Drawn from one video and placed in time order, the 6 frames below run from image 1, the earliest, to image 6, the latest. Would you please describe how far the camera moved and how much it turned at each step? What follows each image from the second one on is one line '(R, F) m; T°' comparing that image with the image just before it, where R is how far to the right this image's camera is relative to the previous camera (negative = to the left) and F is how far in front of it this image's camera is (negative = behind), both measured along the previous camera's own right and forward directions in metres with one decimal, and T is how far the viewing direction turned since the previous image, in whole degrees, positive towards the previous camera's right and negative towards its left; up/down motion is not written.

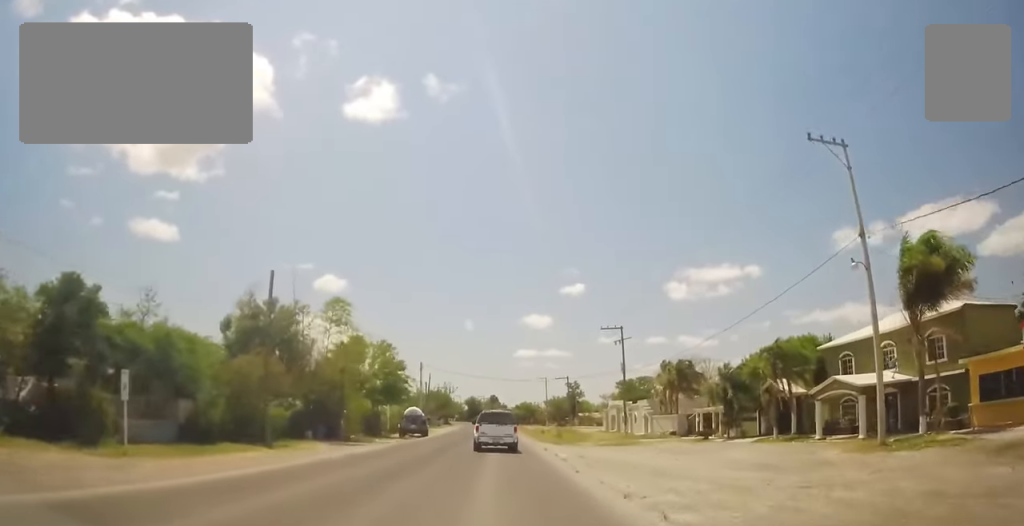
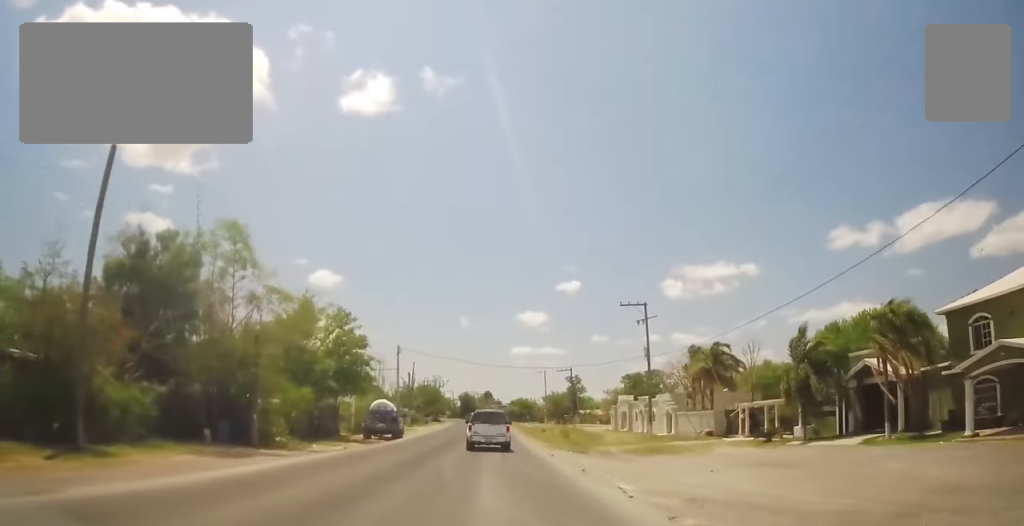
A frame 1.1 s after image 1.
(0.0, +11.3) m; 0°
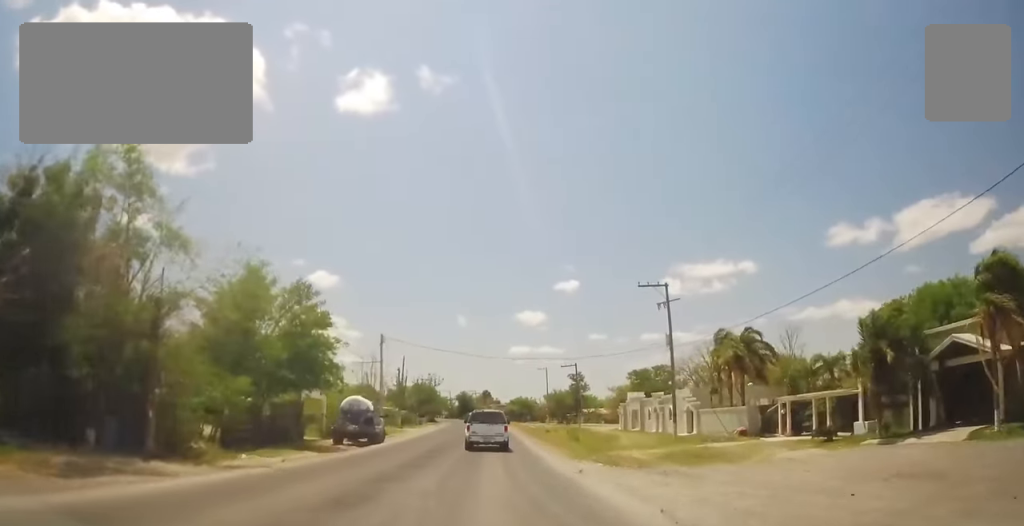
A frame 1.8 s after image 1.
(0.0, +7.0) m; 0°
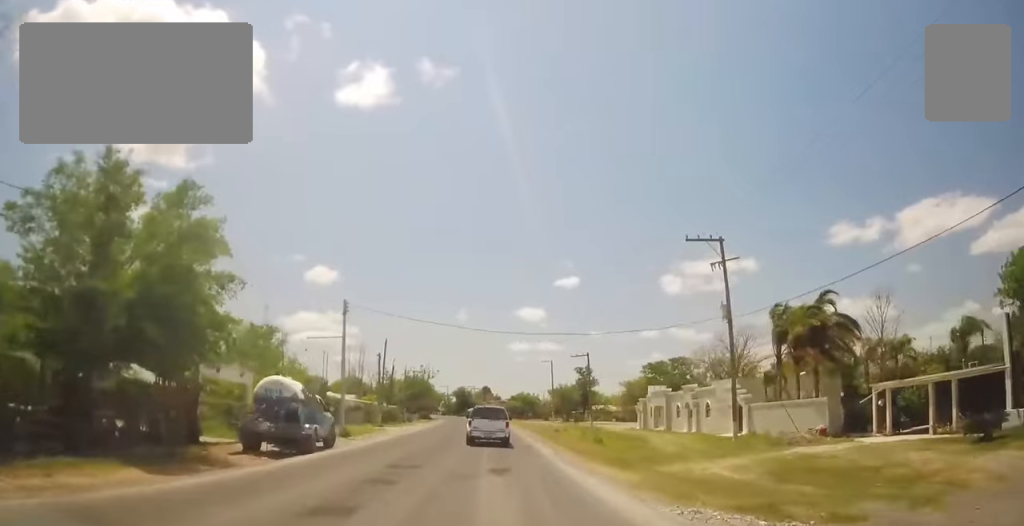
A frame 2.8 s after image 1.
(0.0, +11.1) m; 0°
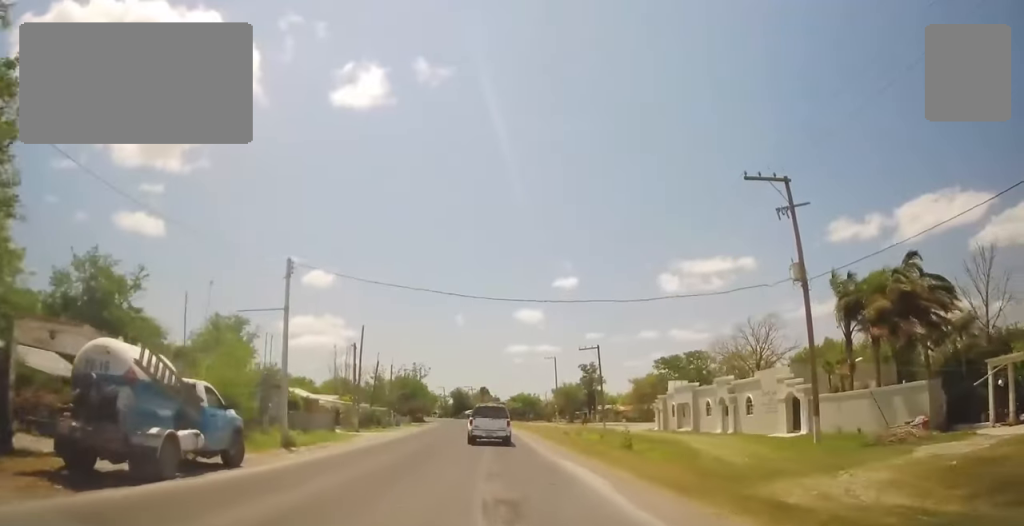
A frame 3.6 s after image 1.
(0.0, +8.7) m; 0°
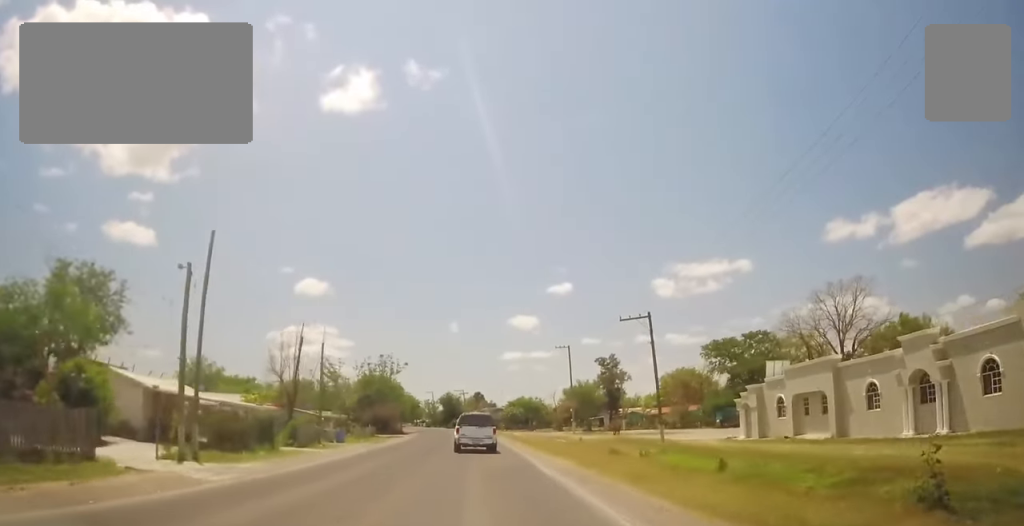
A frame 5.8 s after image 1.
(0.0, +24.7) m; 0°
